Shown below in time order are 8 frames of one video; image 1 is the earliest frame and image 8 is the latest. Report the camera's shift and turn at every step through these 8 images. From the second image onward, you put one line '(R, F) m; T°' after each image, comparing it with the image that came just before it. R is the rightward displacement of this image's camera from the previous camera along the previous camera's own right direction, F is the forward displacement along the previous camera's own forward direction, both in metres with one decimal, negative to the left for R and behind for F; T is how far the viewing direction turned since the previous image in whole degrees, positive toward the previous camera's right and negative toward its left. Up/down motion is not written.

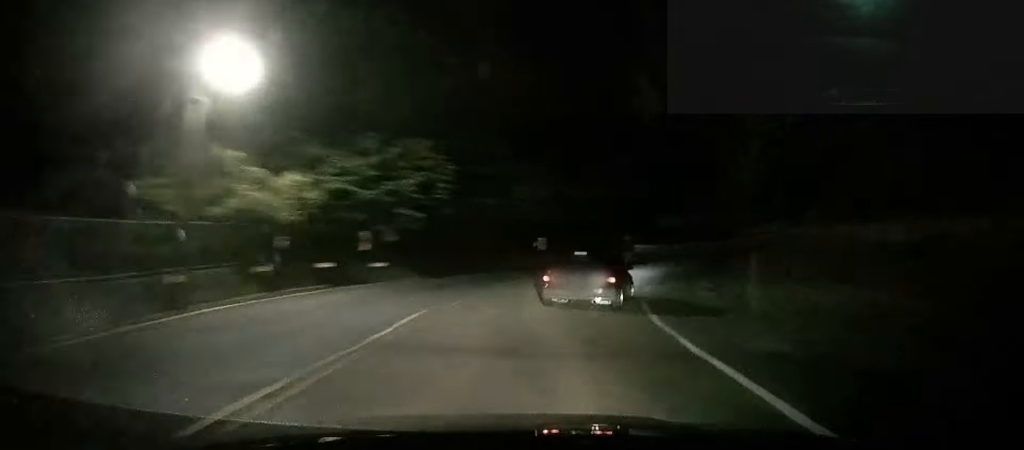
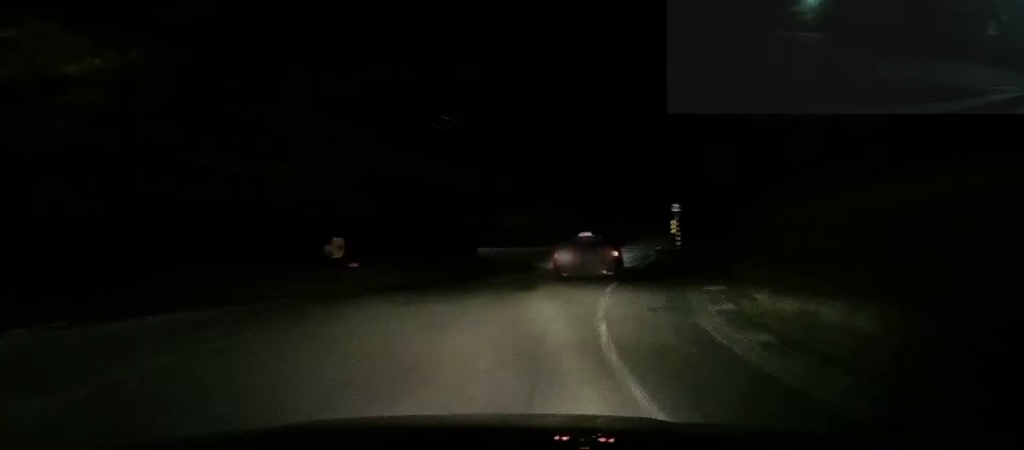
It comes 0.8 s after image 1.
(+2.3, +12.7) m; +22°
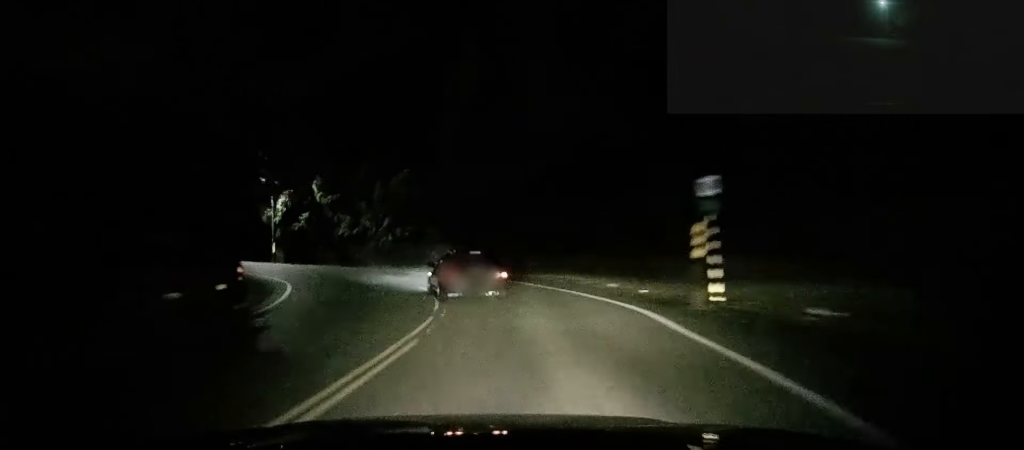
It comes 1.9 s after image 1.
(+5.3, +23.2) m; +11°
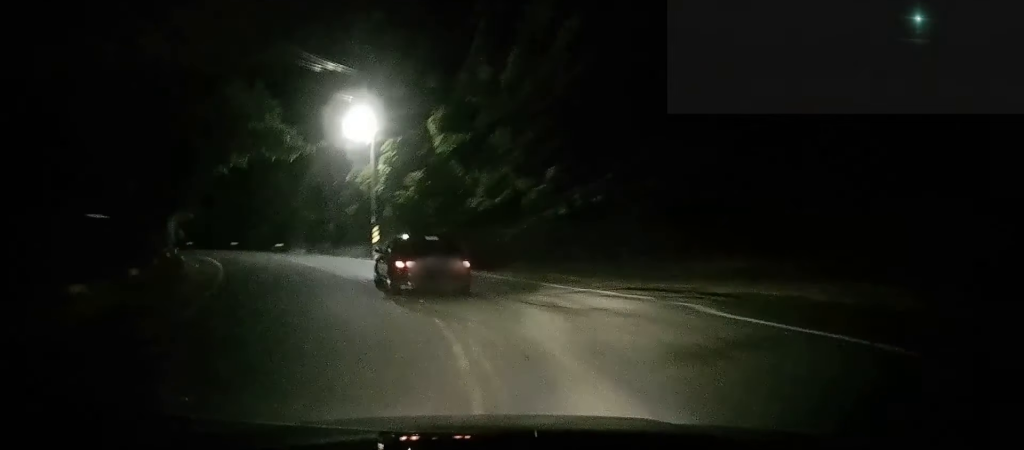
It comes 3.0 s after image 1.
(-0.8, +23.9) m; -9°
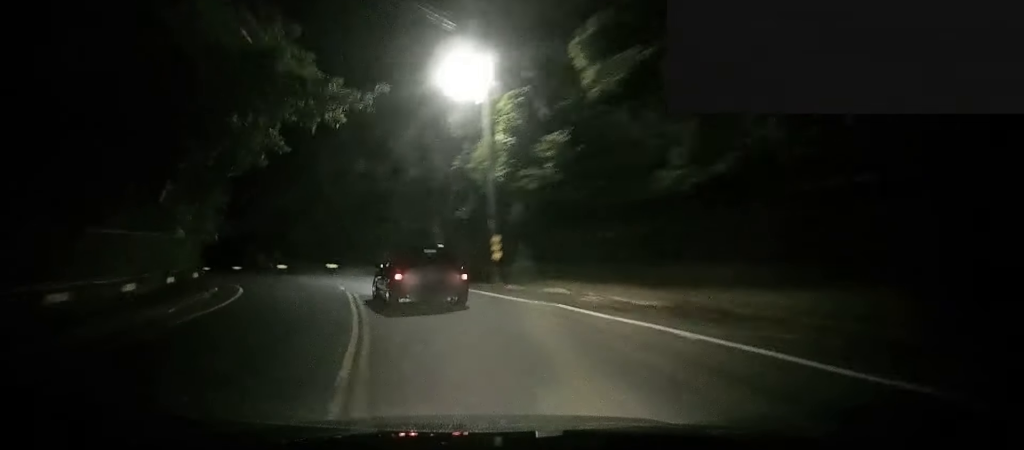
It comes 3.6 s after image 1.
(-0.3, +13.6) m; -9°
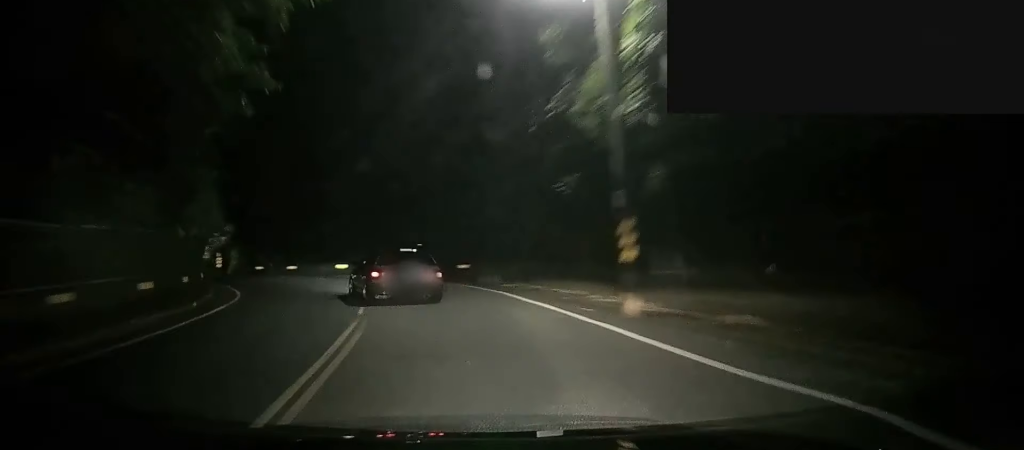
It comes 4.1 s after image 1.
(-1.3, +9.3) m; -8°
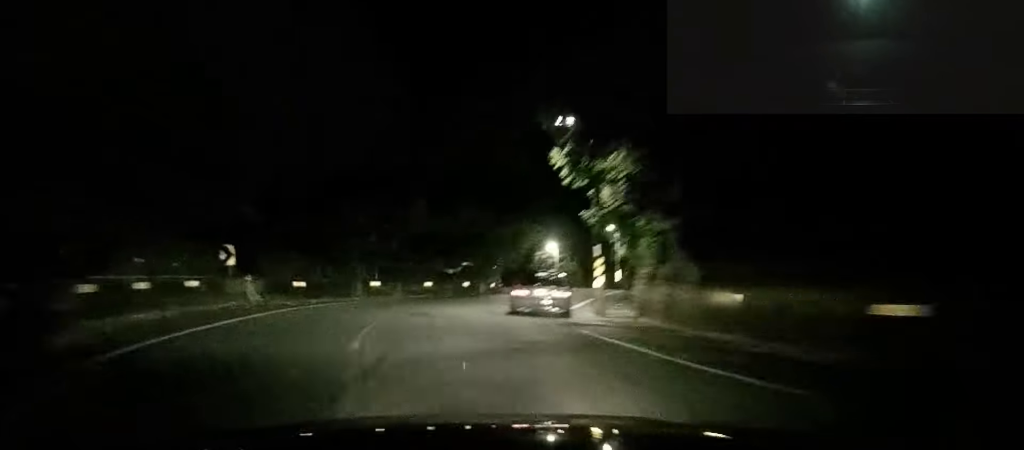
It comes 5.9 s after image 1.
(-12.3, +35.1) m; -37°
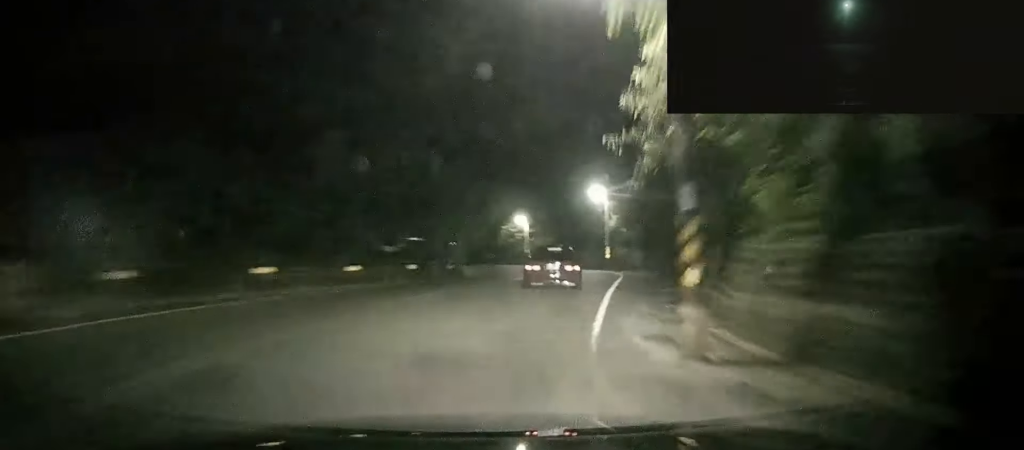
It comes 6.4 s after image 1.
(-1.6, +11.0) m; -7°
